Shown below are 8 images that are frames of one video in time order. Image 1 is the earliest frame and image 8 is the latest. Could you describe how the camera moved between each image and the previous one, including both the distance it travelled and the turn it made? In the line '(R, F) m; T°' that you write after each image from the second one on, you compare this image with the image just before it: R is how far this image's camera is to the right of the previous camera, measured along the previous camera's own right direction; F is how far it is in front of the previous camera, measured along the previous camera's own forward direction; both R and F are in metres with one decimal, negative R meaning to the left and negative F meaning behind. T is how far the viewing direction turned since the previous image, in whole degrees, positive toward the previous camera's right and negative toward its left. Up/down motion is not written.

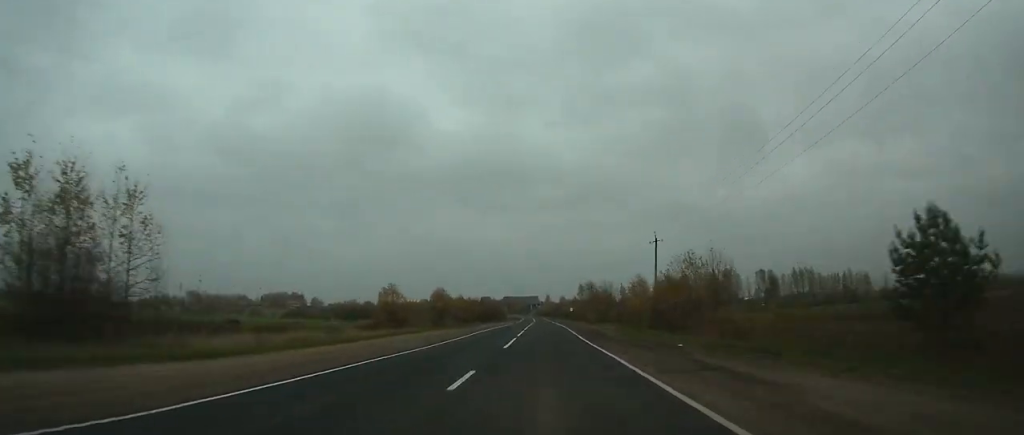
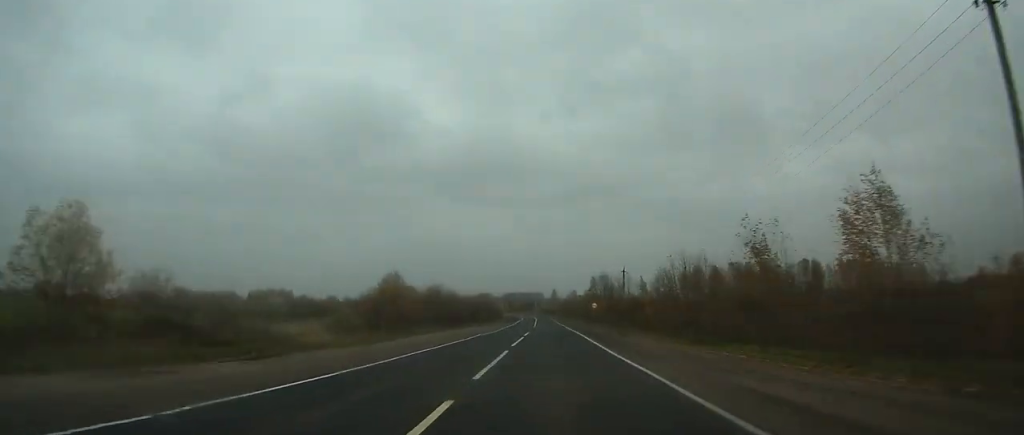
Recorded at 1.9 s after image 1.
(-0.1, +48.0) m; 0°
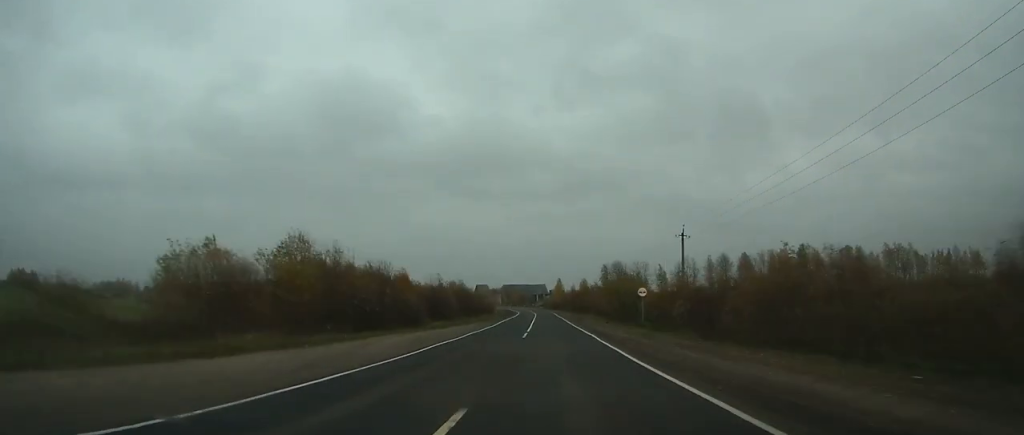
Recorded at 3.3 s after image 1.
(-0.2, +37.6) m; 0°
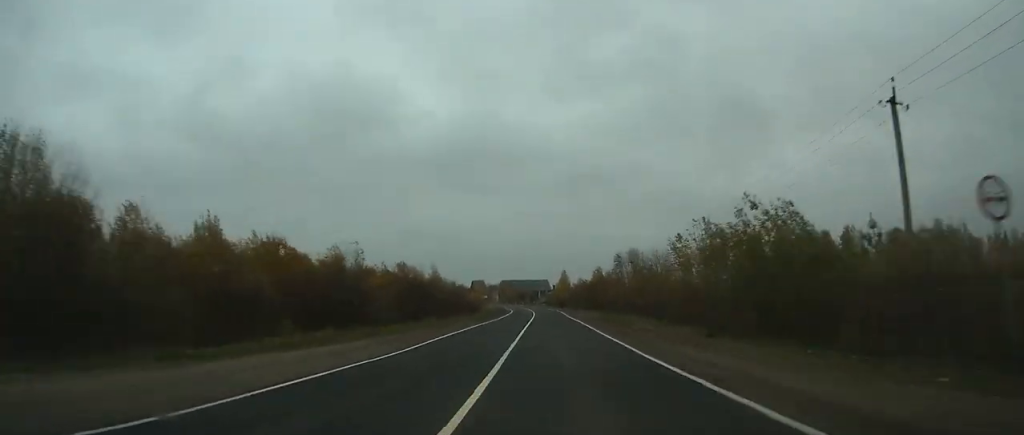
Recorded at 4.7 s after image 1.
(-0.1, +33.2) m; 0°
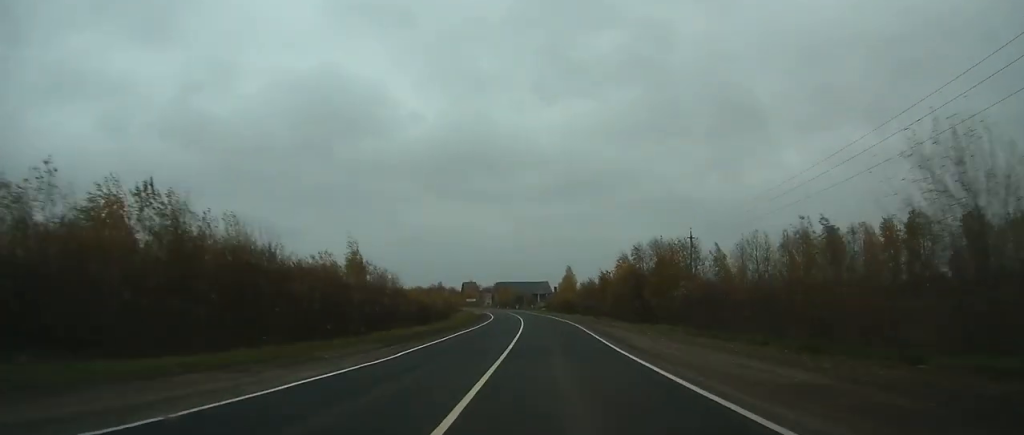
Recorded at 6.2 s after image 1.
(0.0, +36.5) m; -1°
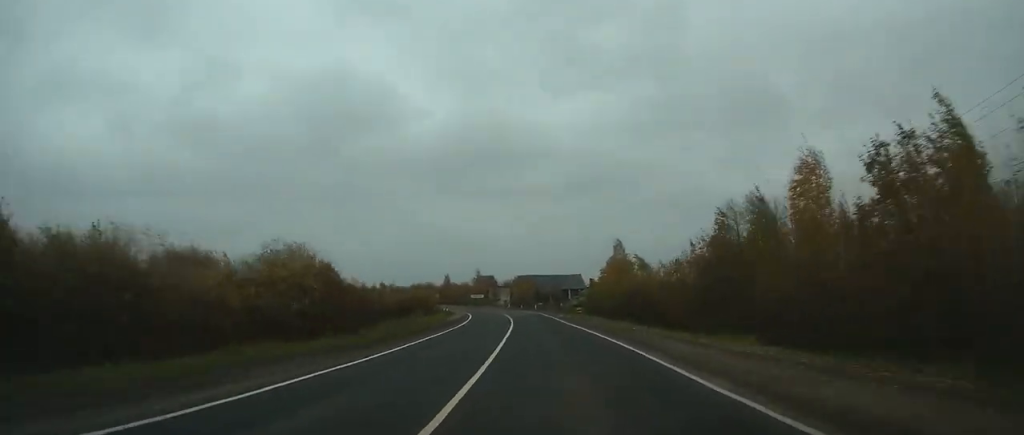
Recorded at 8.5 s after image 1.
(-0.8, +48.6) m; -3°
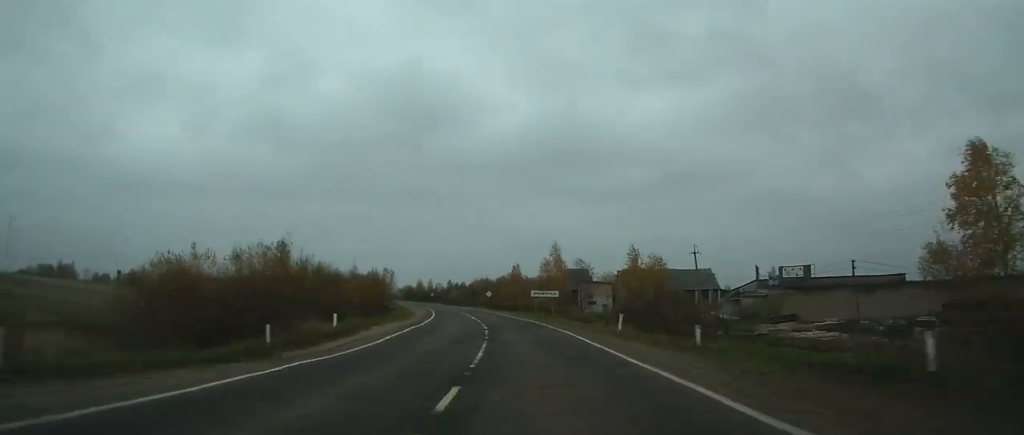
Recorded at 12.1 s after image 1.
(-3.9, +73.1) m; -7°
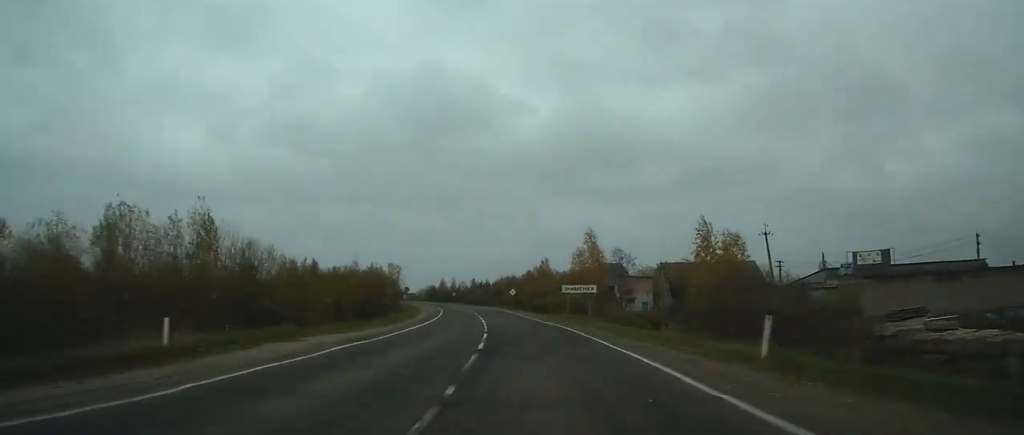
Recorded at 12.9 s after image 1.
(-0.7, +14.9) m; -3°
